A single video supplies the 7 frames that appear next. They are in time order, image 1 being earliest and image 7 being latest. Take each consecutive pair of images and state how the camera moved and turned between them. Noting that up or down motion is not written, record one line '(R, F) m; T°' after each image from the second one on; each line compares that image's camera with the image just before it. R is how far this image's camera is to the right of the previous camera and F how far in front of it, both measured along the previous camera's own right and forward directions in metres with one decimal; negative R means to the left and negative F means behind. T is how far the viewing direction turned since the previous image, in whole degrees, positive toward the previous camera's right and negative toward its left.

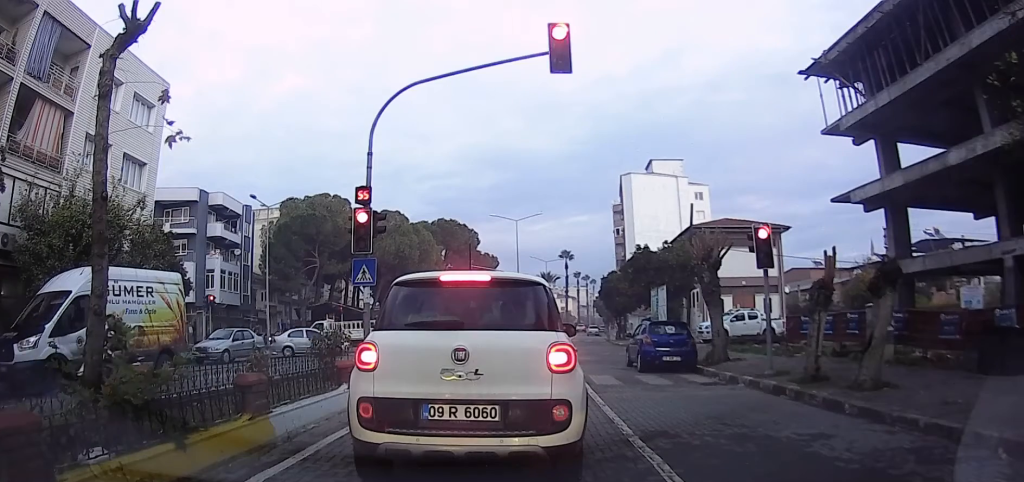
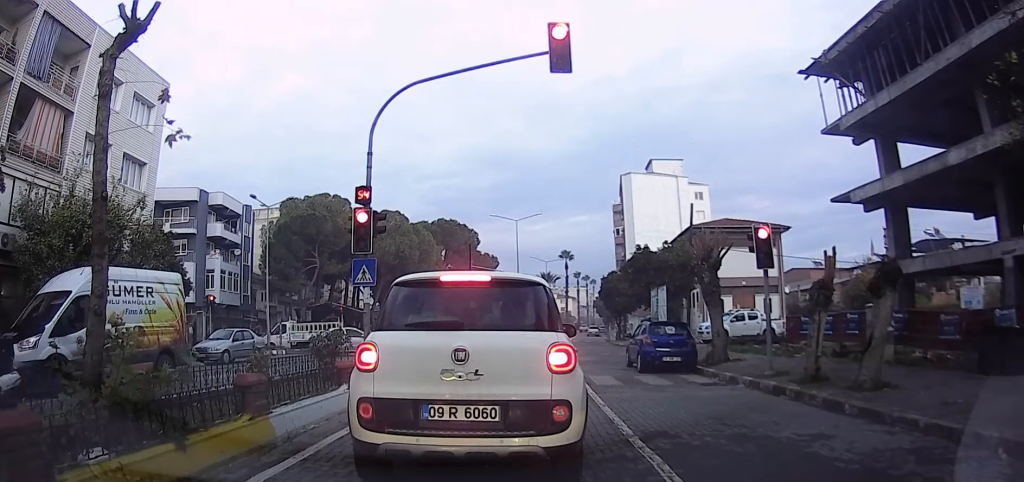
(0.0, 0.0) m; 0°
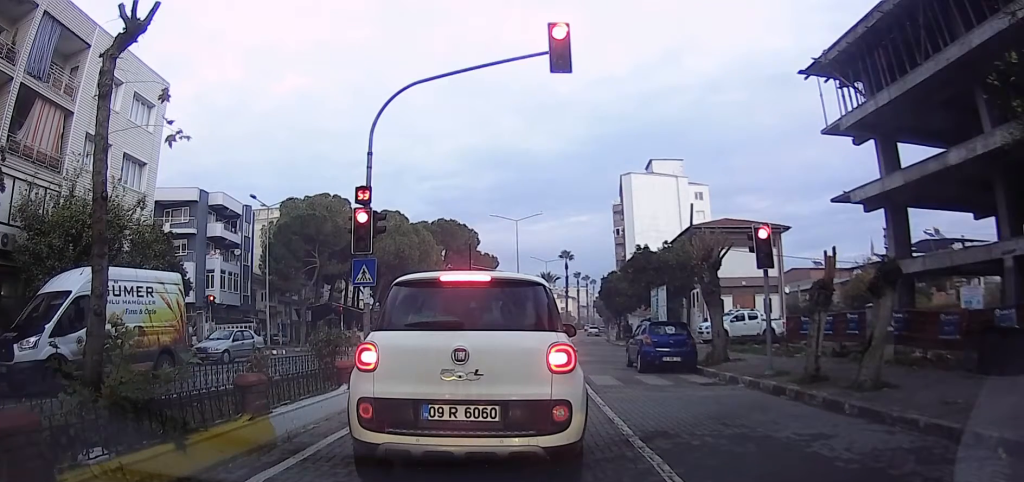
(0.0, 0.0) m; 0°
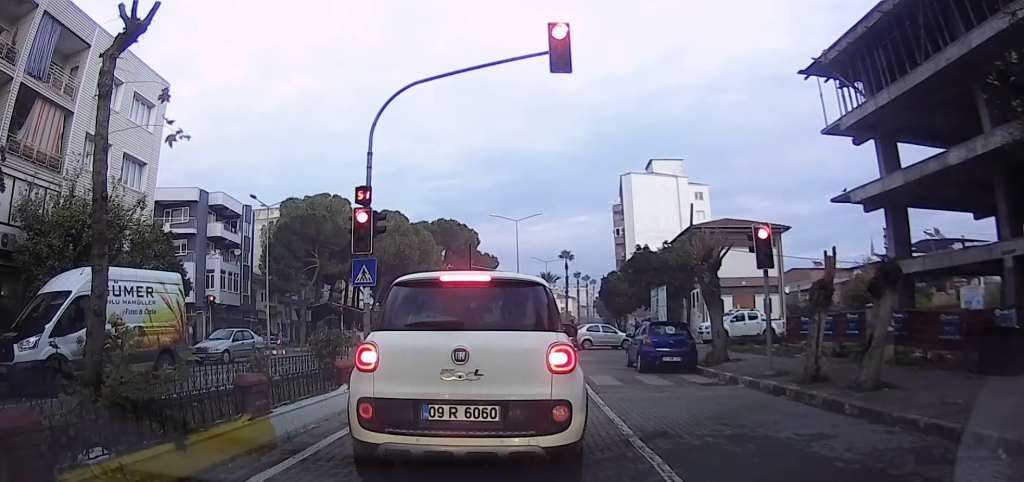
(0.0, 0.0) m; 0°
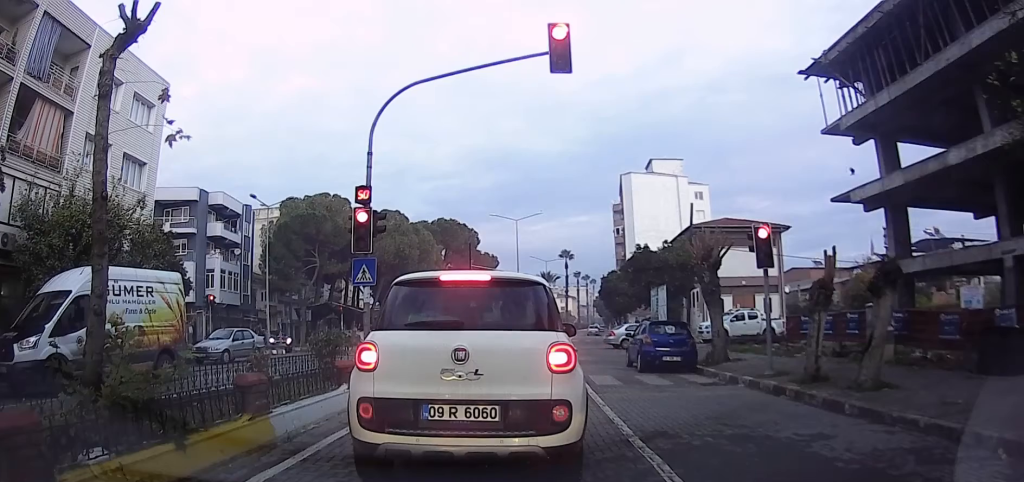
(0.0, 0.0) m; 0°
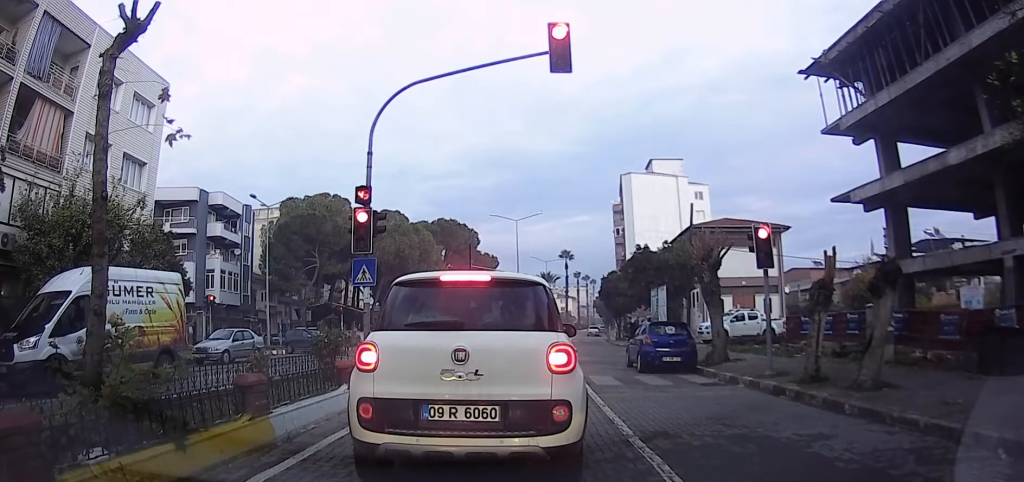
(0.0, 0.0) m; 0°
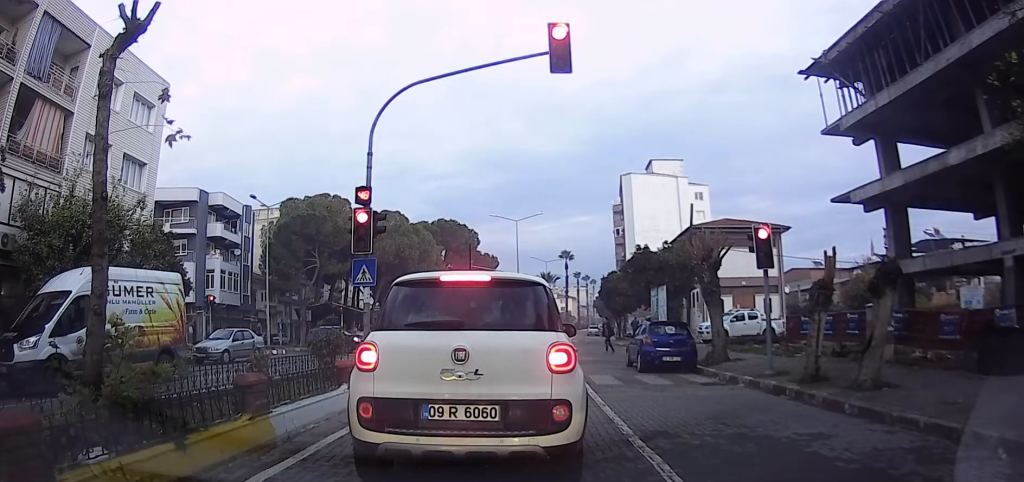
(0.0, 0.0) m; 0°
